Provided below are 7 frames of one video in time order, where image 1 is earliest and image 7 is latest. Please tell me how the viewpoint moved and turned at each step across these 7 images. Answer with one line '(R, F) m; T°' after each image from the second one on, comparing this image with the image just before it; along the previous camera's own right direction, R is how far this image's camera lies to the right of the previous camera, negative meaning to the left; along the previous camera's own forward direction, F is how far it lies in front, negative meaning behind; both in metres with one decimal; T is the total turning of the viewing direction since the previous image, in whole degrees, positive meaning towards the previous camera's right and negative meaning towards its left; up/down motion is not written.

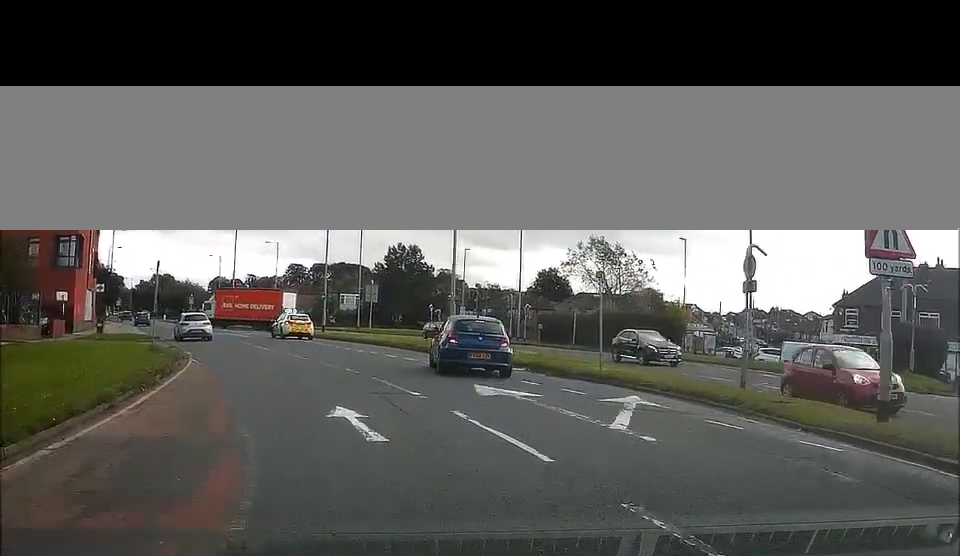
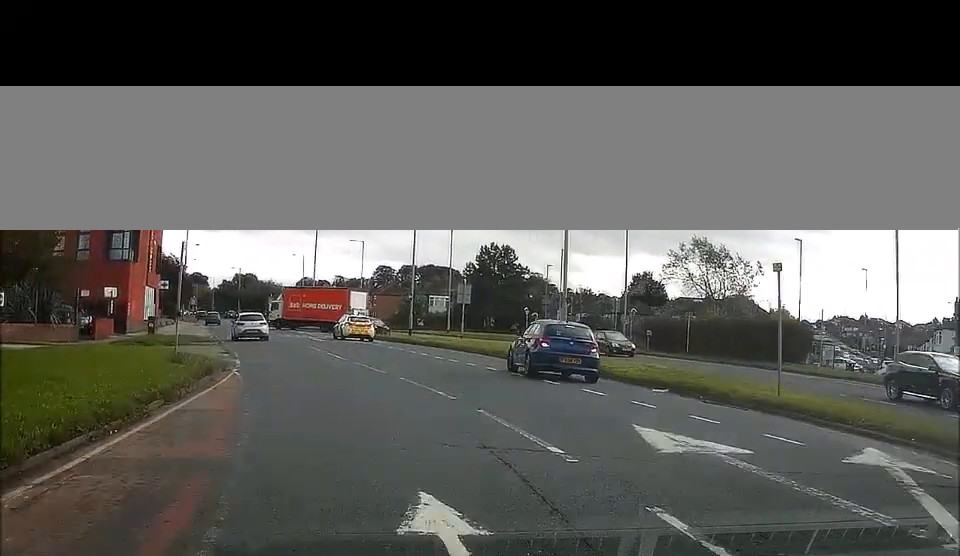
(-0.2, +4.7) m; 0°
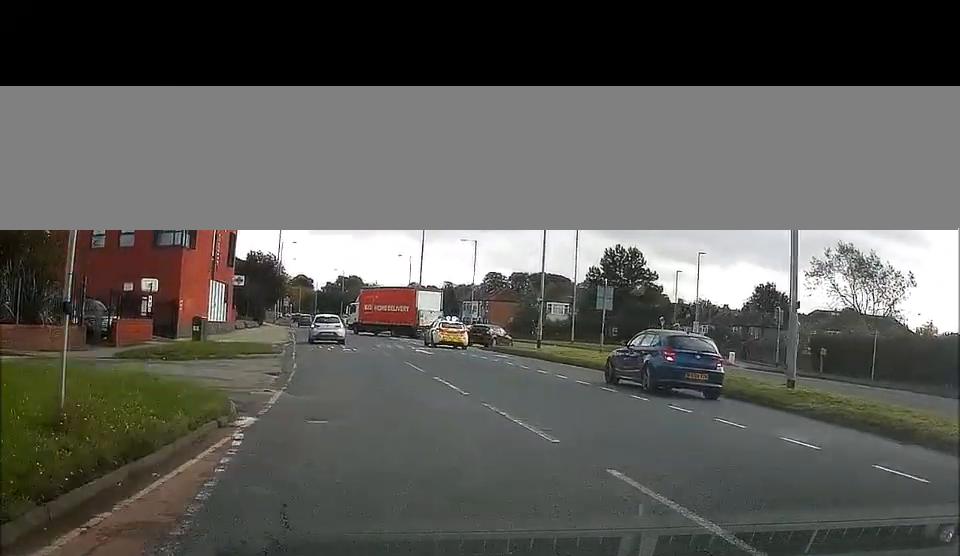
(0.0, +10.9) m; -3°
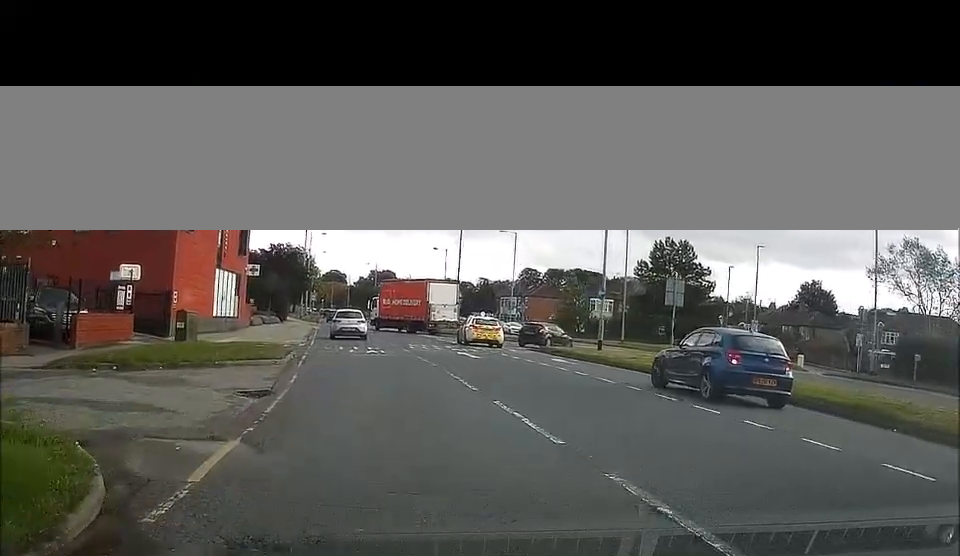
(-0.3, +6.7) m; -2°
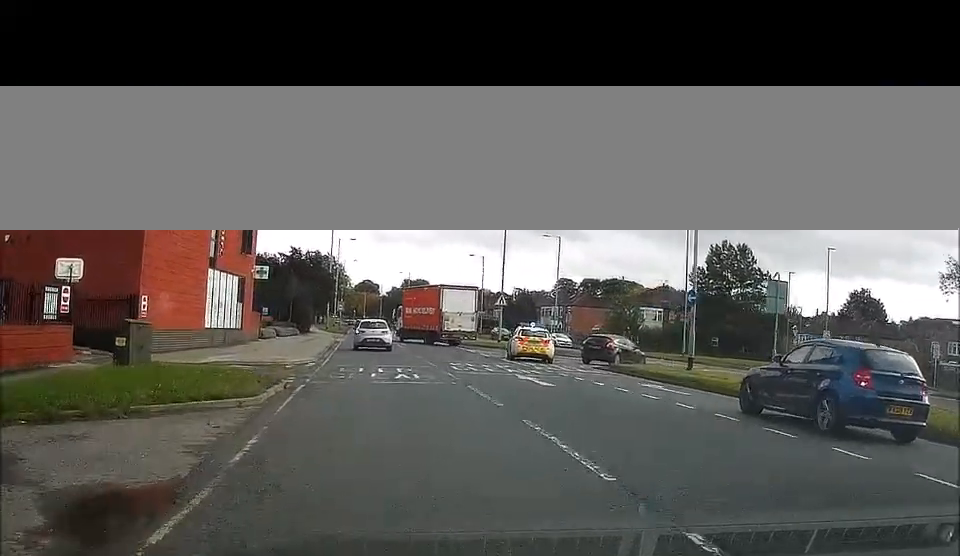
(0.0, +8.1) m; -2°
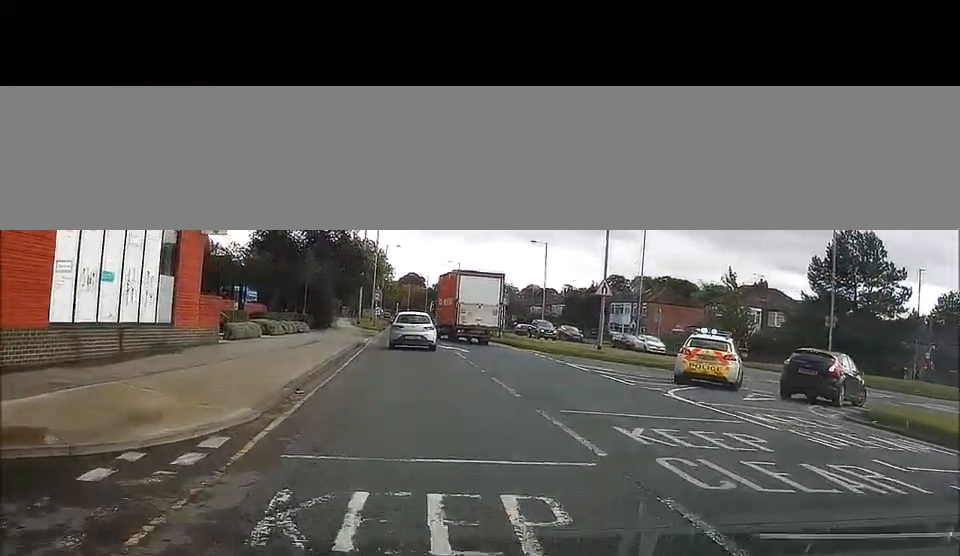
(-0.8, +17.7) m; -4°
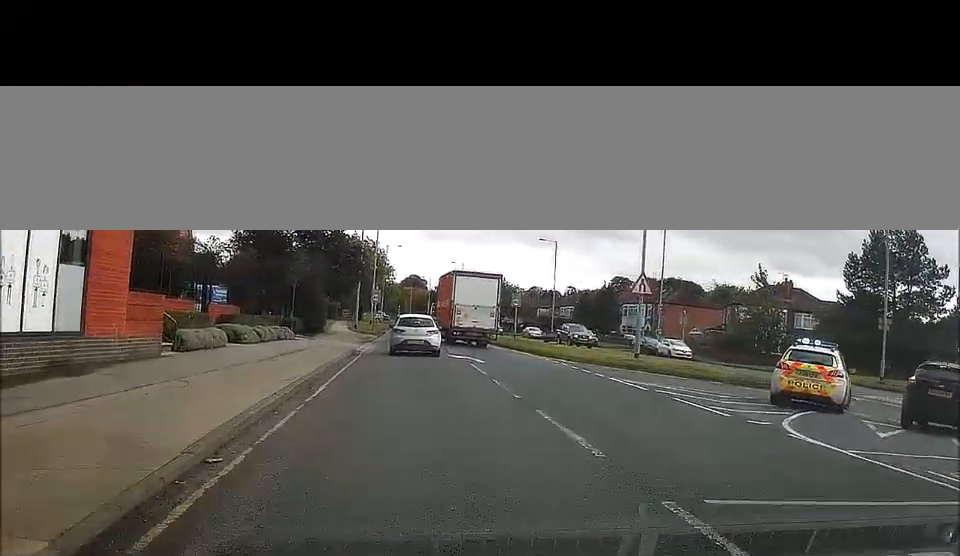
(0.0, +6.5) m; 0°
